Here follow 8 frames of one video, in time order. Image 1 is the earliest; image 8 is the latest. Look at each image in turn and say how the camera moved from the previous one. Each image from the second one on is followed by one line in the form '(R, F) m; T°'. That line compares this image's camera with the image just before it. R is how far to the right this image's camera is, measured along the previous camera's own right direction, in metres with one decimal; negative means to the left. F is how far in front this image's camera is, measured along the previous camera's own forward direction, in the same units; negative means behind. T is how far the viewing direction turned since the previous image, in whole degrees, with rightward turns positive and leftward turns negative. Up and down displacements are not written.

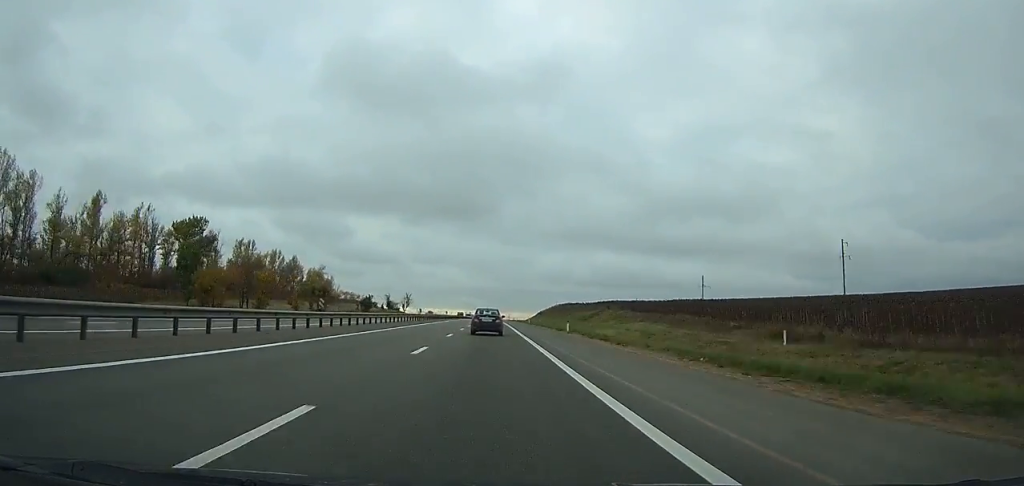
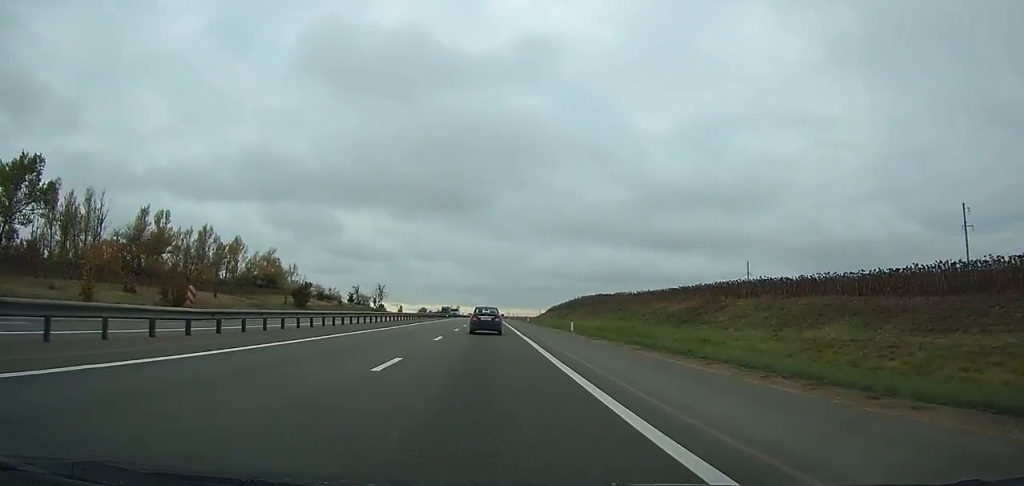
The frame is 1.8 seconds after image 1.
(0.0, +53.0) m; 0°
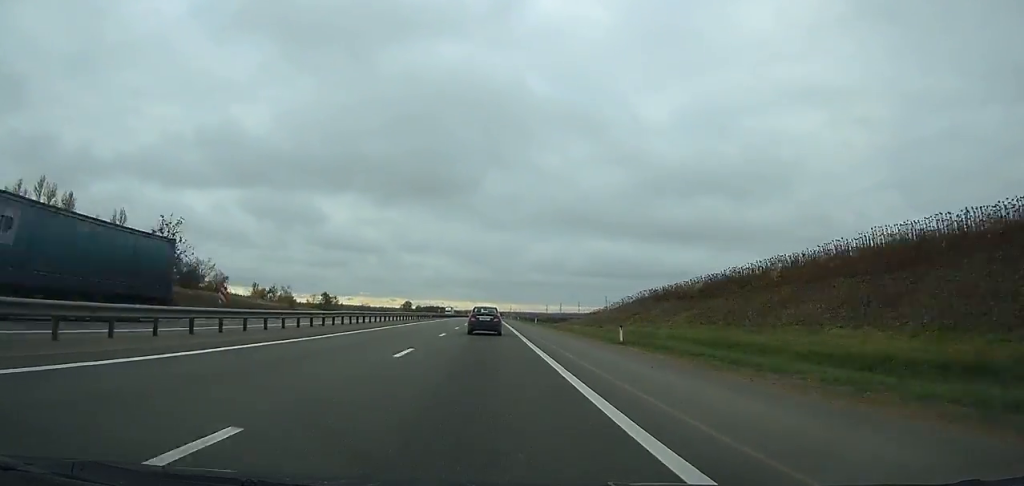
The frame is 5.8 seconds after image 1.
(+0.1, +117.5) m; 0°
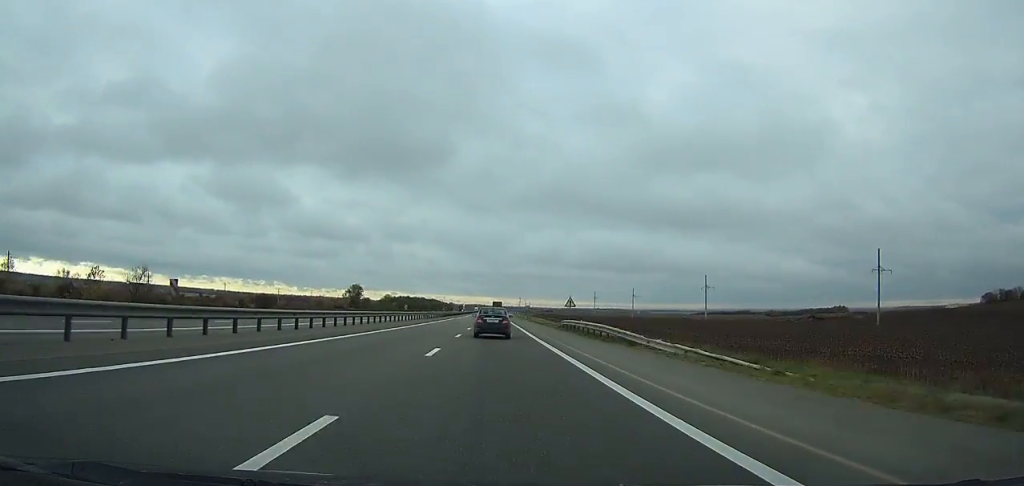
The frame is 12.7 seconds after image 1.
(-0.6, +203.2) m; 0°
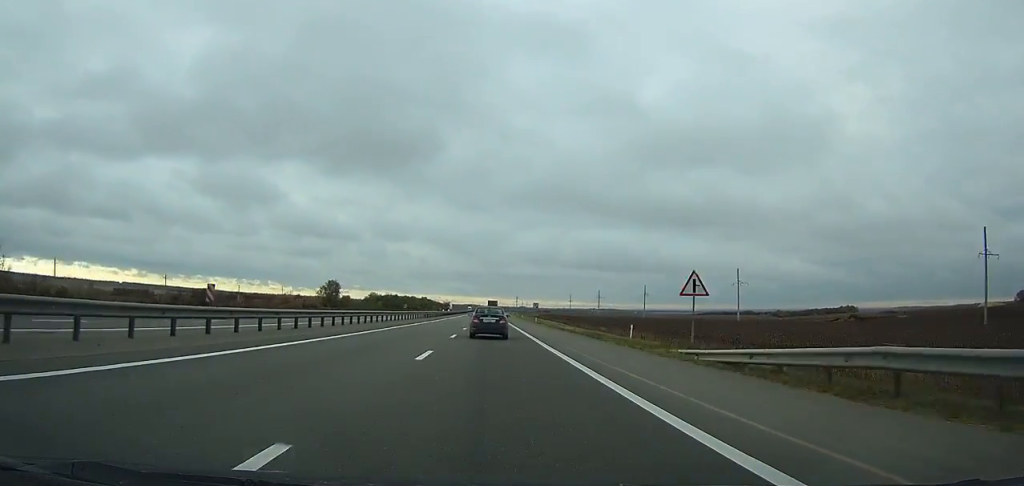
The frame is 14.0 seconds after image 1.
(0.0, +38.1) m; 0°
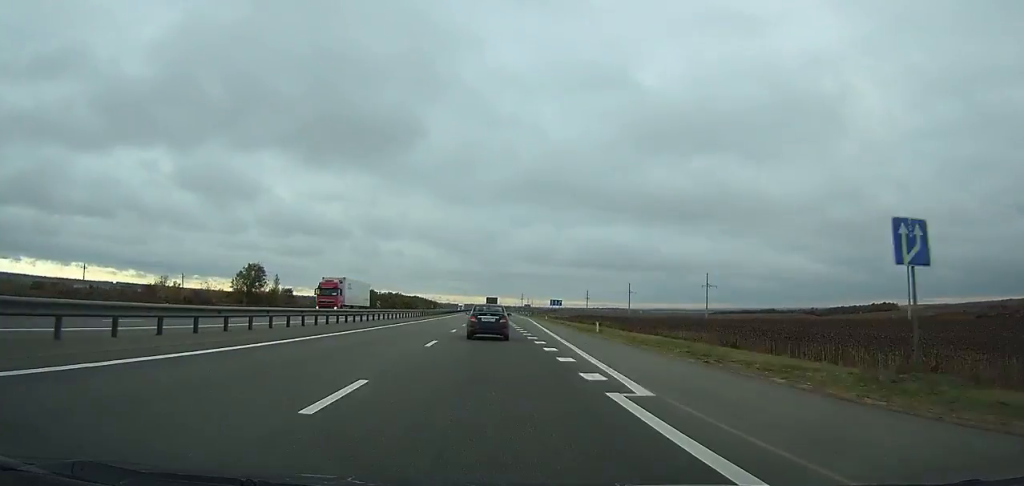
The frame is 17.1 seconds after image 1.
(+0.1, +90.6) m; 0°
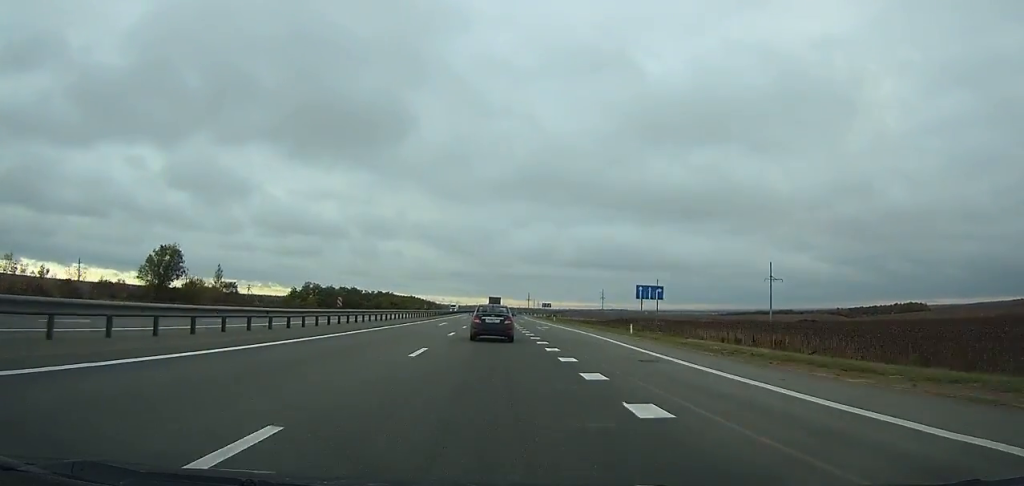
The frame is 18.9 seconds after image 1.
(+0.1, +52.2) m; 0°
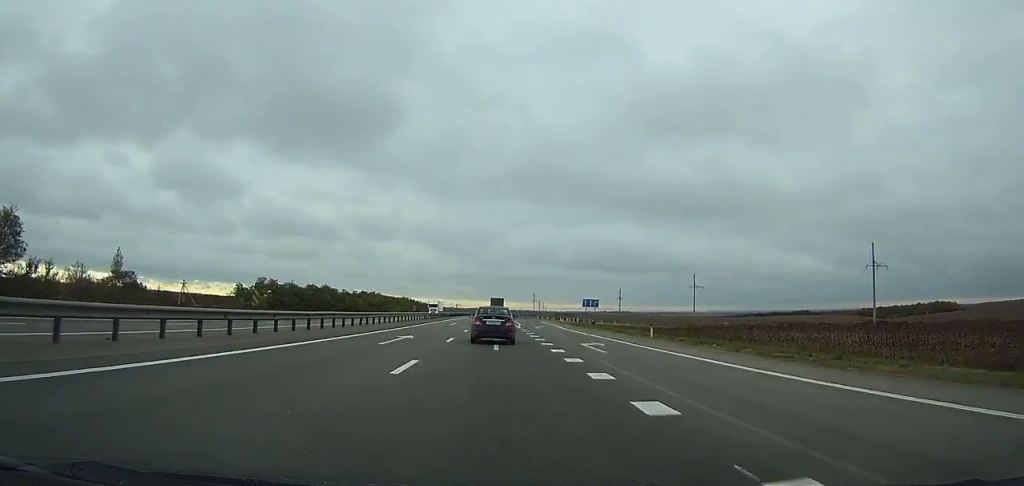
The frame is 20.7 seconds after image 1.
(-0.1, +51.5) m; 0°
